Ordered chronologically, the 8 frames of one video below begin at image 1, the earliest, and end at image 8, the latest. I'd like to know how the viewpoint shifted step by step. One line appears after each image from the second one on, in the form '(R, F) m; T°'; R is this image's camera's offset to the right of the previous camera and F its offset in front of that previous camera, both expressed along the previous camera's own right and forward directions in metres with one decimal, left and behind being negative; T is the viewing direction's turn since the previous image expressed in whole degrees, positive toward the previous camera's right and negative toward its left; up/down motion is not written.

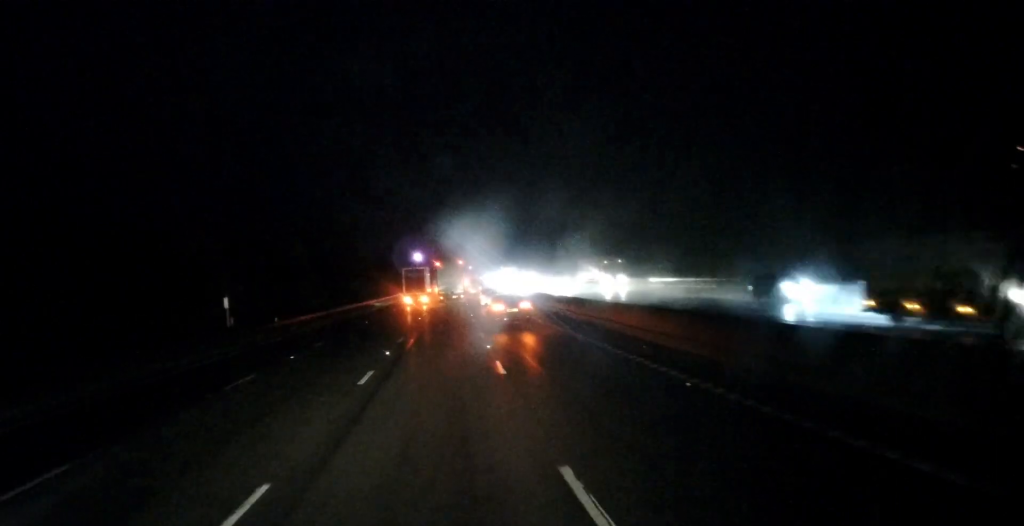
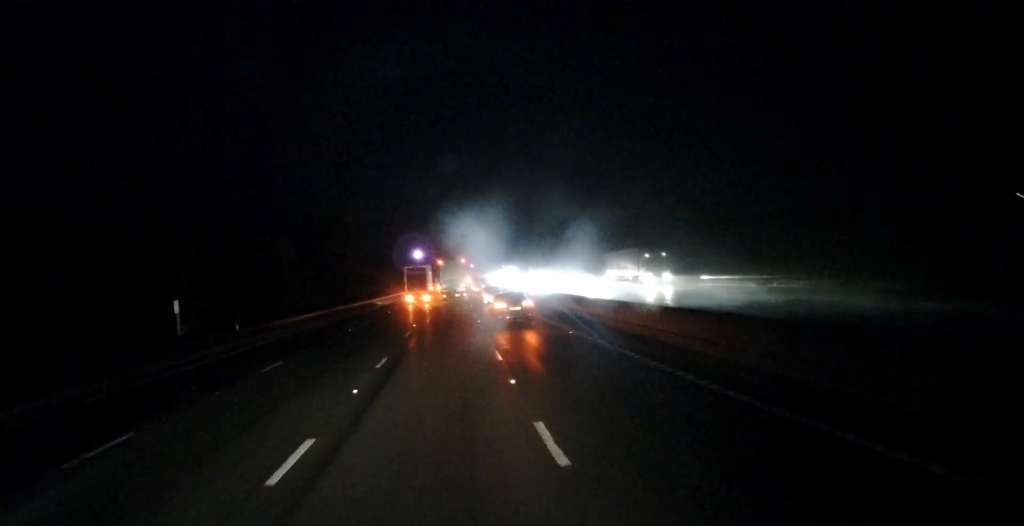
(0.0, +6.9) m; 0°
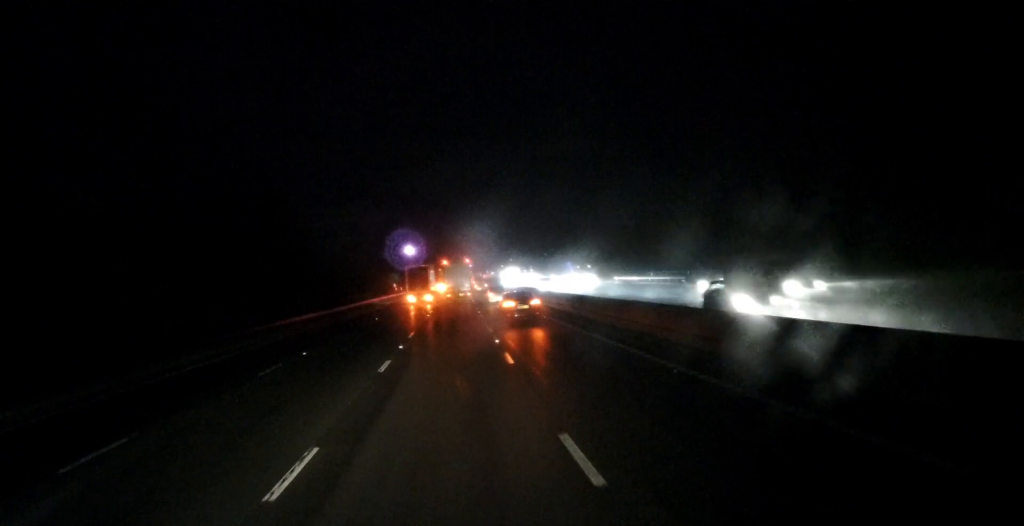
(0.0, +27.8) m; 0°
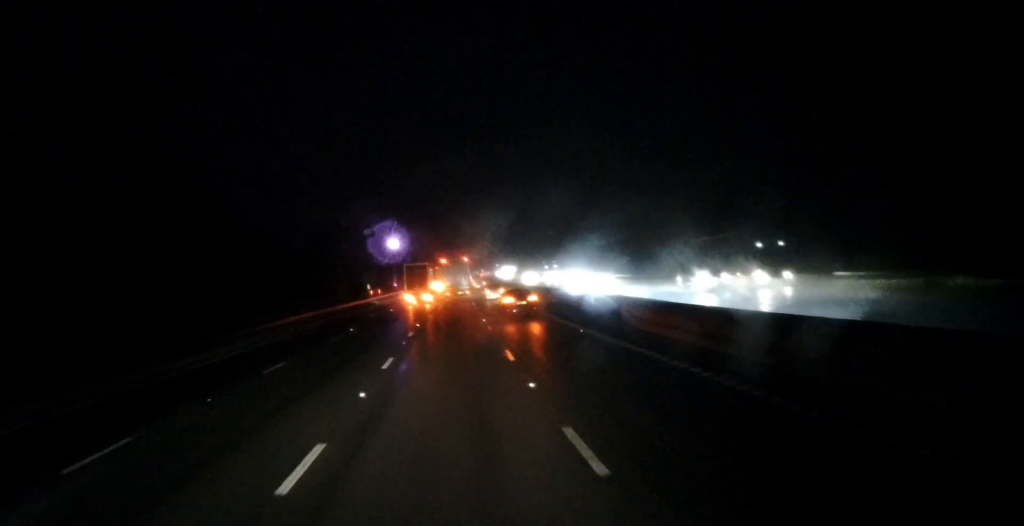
(+0.2, +26.6) m; +1°
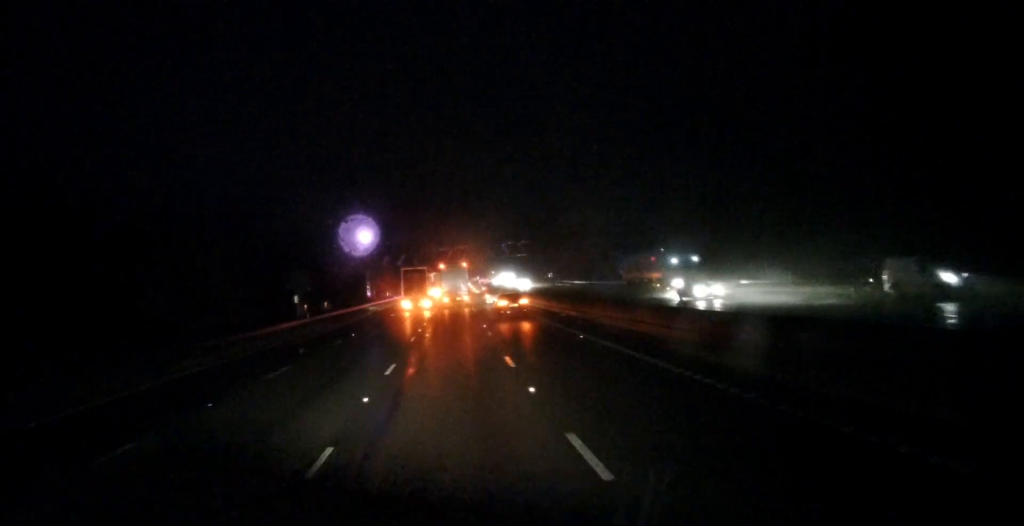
(+0.4, +36.2) m; +1°
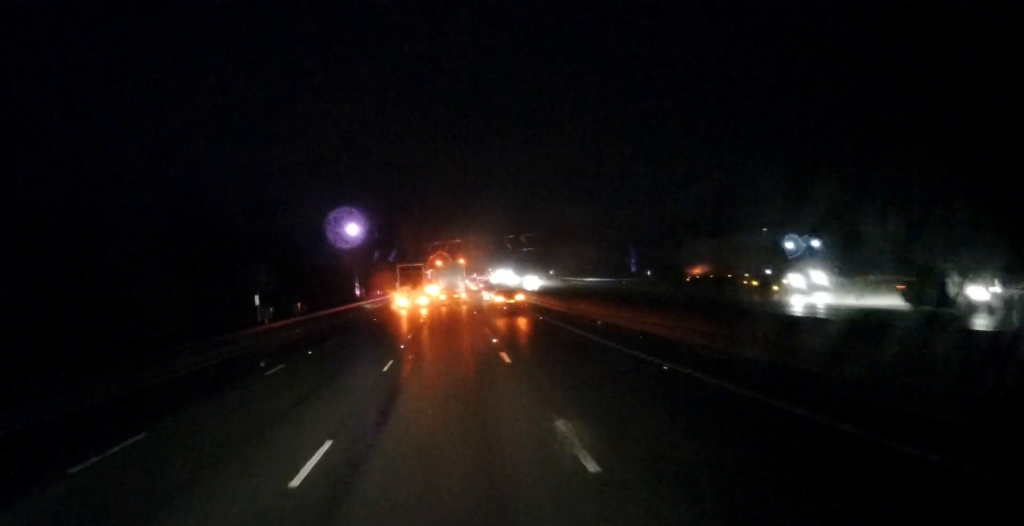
(0.0, +8.8) m; 0°
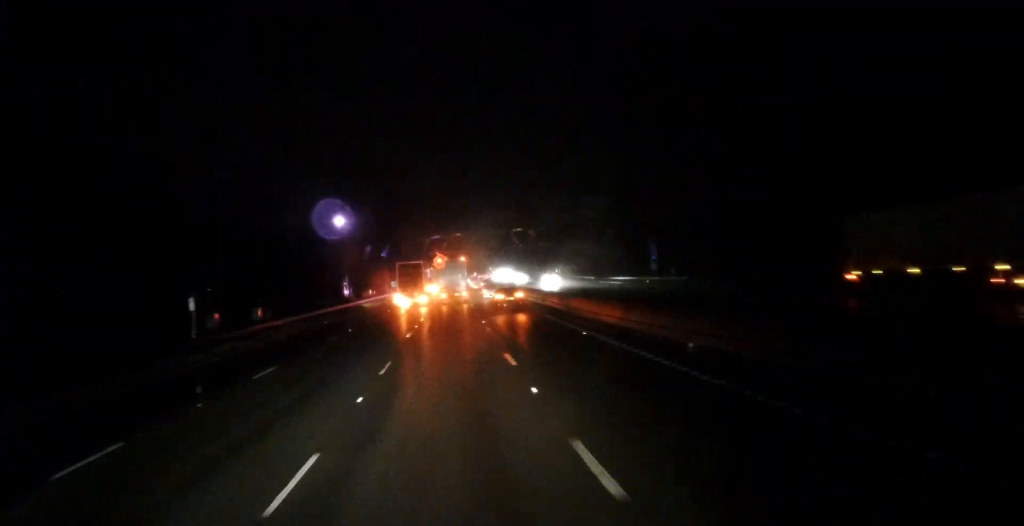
(0.0, +10.0) m; 0°
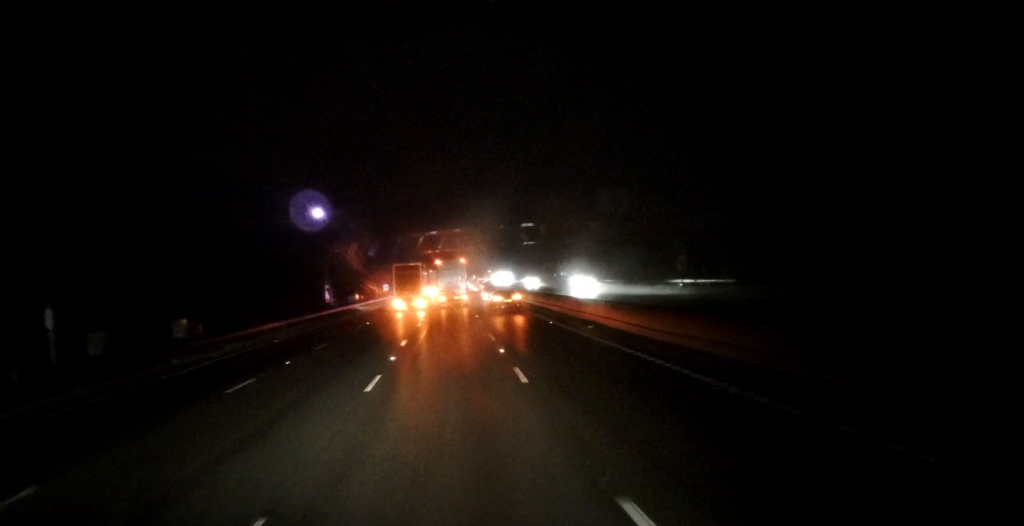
(0.0, +11.1) m; 0°
